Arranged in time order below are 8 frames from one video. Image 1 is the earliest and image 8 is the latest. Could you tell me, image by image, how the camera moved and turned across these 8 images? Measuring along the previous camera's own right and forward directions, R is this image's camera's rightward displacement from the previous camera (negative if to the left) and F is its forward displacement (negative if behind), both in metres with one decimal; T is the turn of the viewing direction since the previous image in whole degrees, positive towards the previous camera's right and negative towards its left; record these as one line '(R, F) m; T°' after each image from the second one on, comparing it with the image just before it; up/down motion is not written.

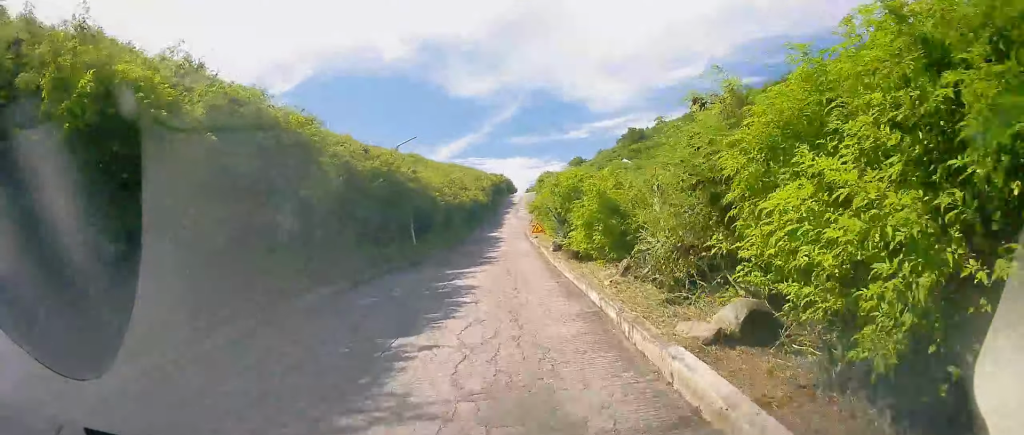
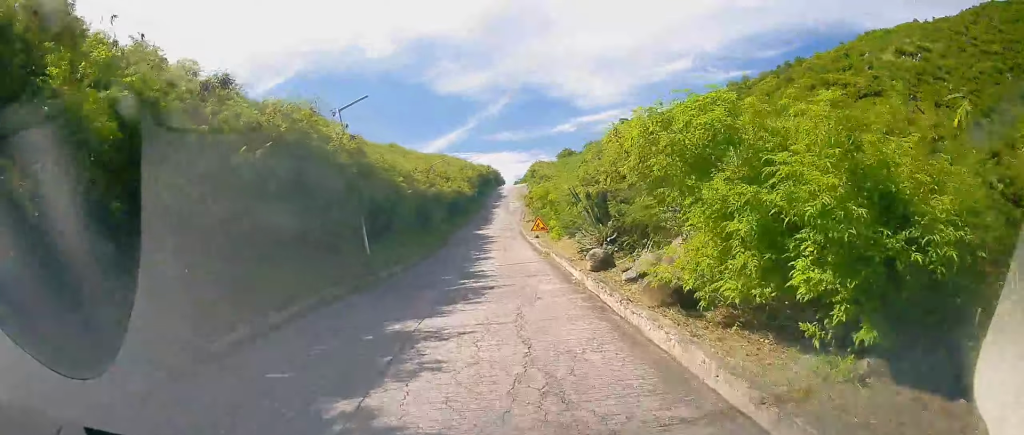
(0.0, +8.9) m; +1°
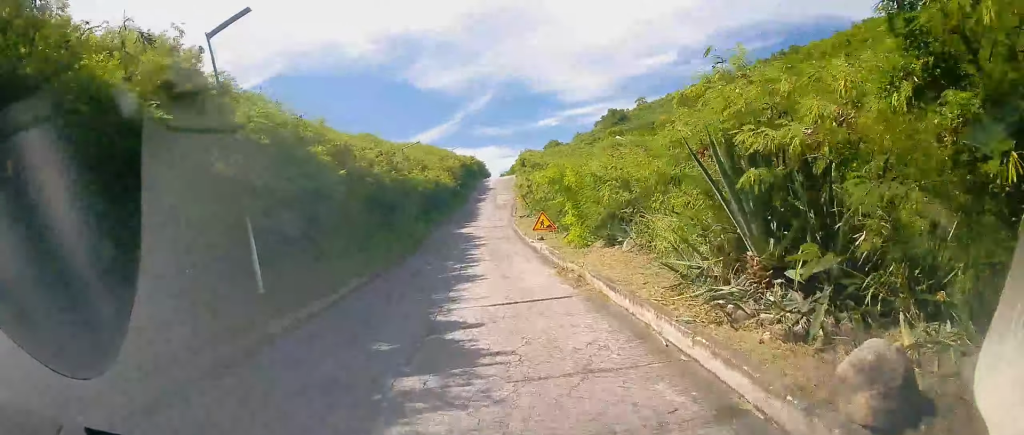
(+0.1, +8.7) m; +2°
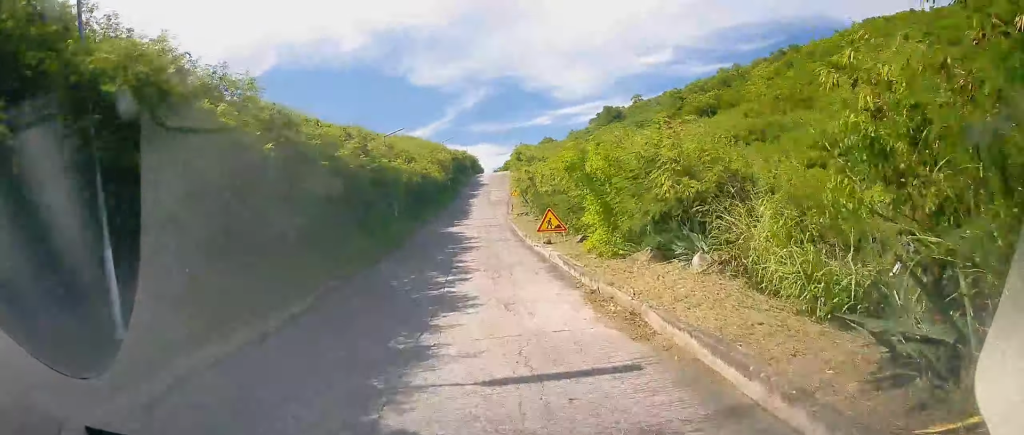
(-0.1, +4.3) m; +1°
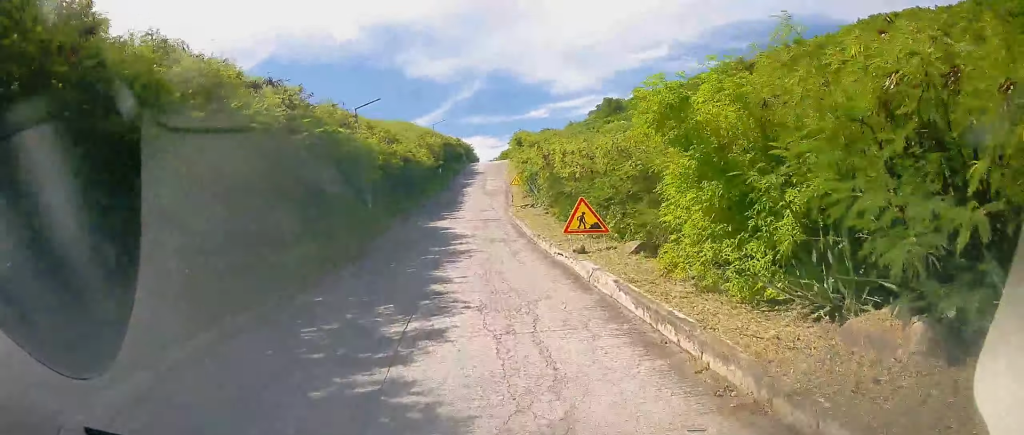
(+0.3, +6.4) m; 0°
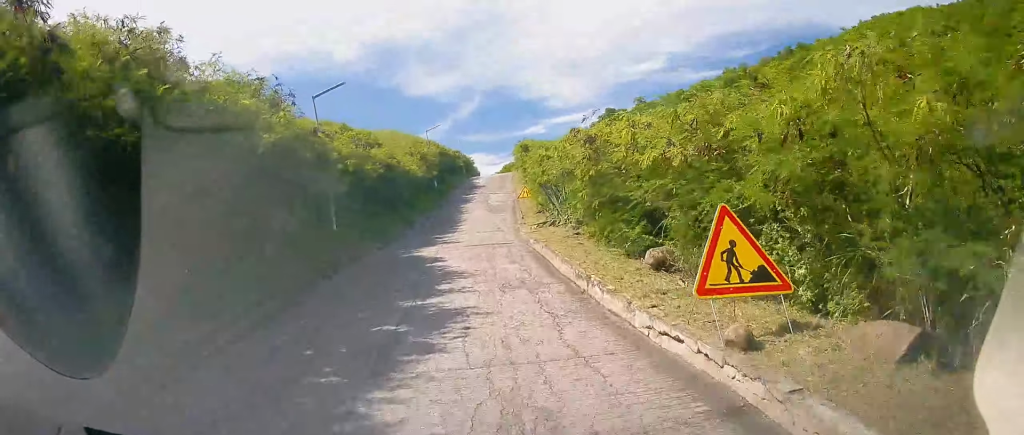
(-0.2, +6.9) m; 0°
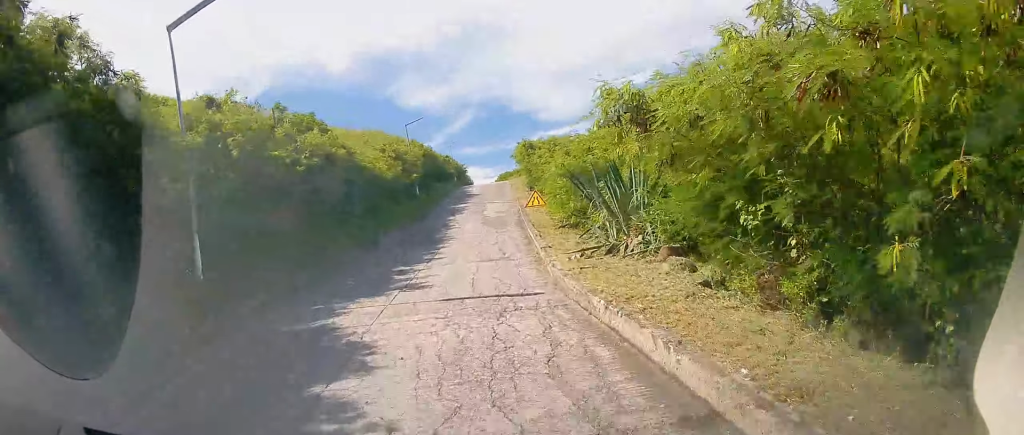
(+0.1, +9.7) m; 0°
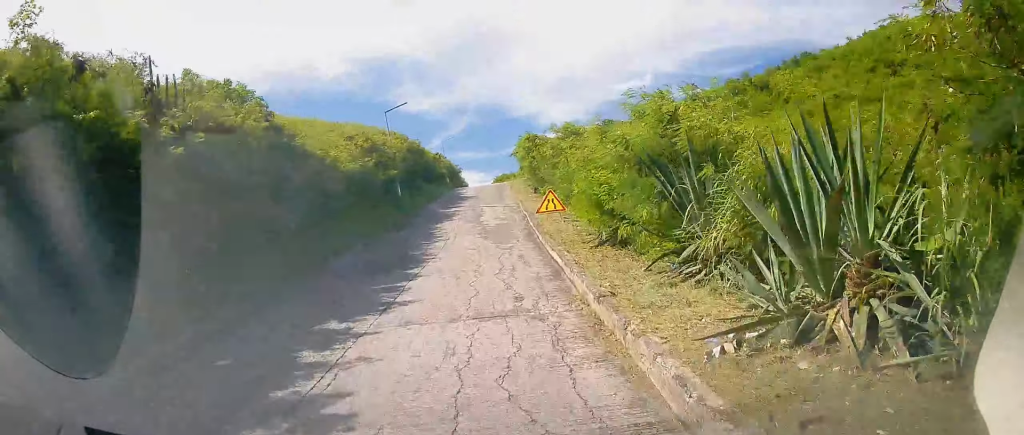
(-0.1, +6.5) m; -1°
